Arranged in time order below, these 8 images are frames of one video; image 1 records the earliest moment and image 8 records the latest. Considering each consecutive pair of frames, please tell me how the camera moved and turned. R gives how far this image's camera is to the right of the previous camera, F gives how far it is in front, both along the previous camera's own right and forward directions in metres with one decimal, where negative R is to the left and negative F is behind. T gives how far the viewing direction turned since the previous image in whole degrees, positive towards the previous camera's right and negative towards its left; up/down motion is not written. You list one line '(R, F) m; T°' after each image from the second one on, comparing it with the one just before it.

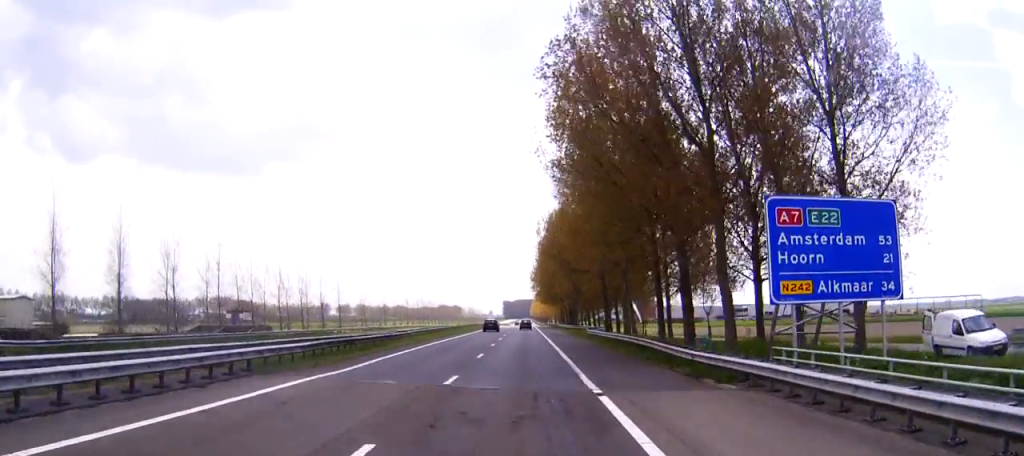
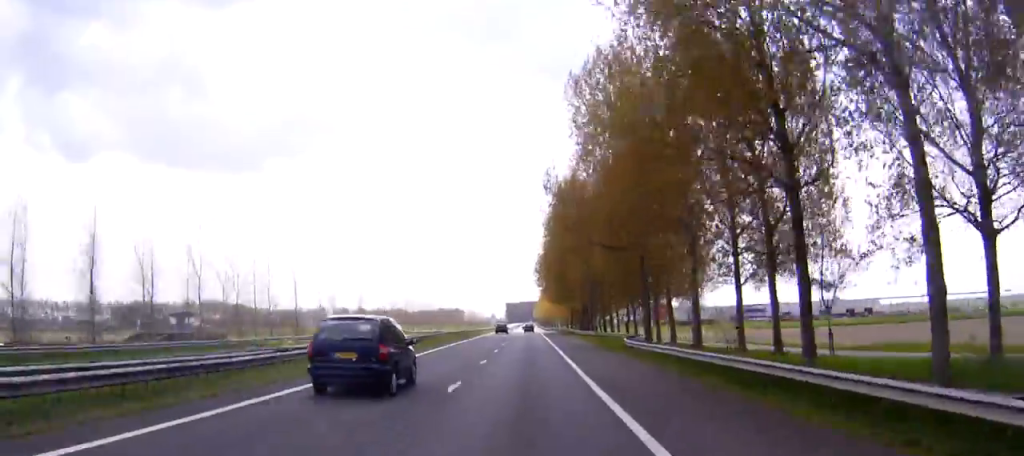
(-0.1, +24.9) m; 0°
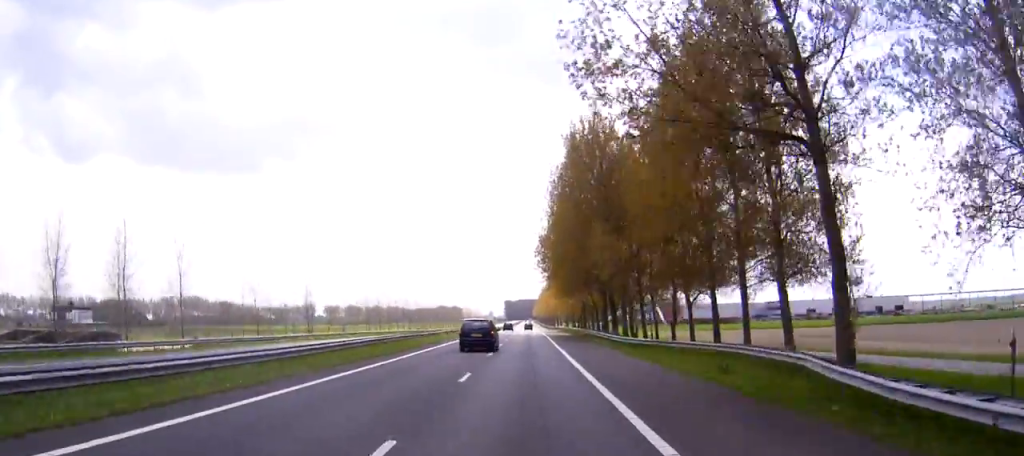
(-0.1, +34.6) m; 0°
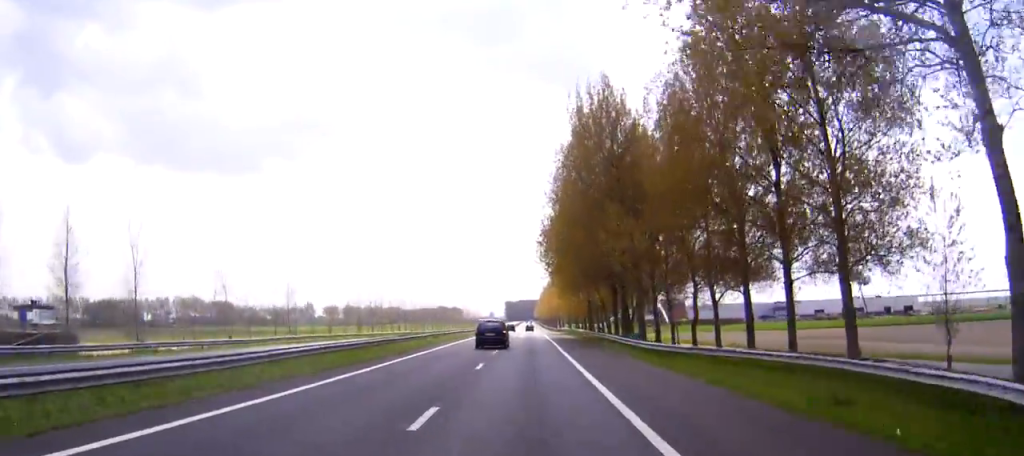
(0.0, +8.7) m; 0°
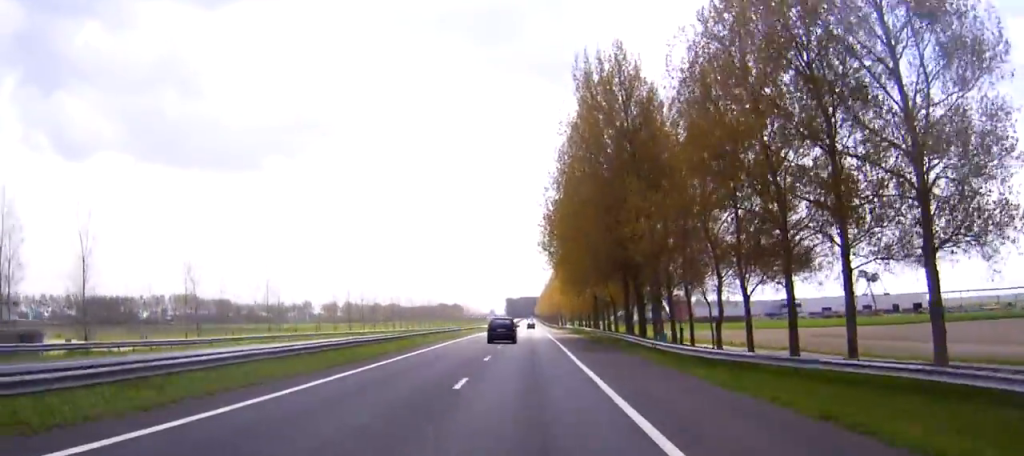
(0.0, +8.1) m; 0°
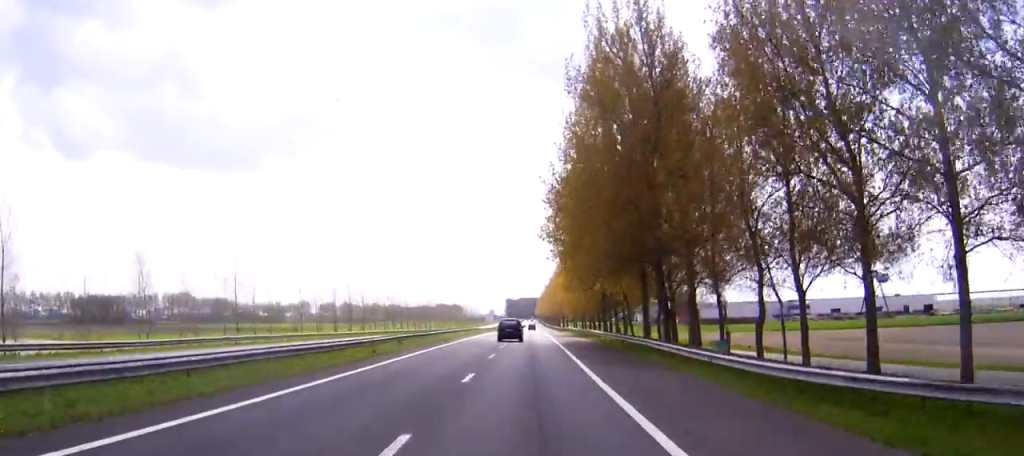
(0.0, +10.2) m; 0°
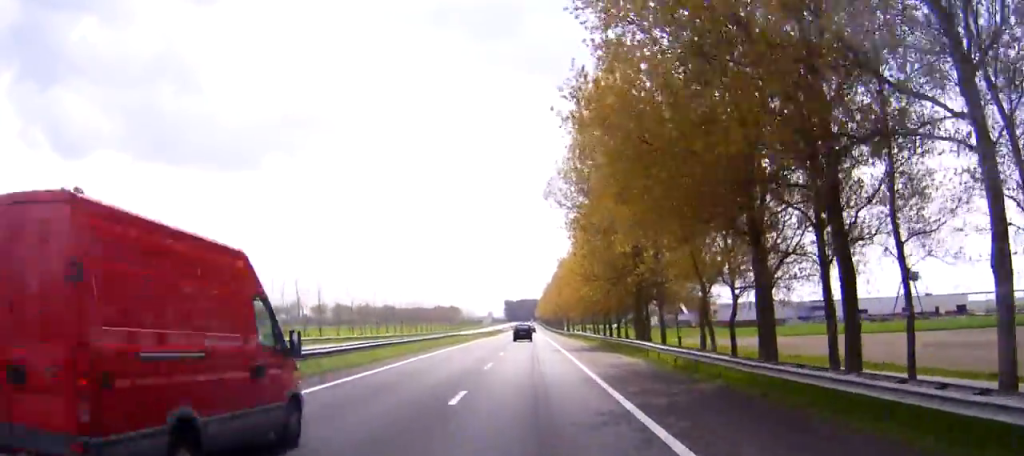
(0.0, +28.7) m; 0°
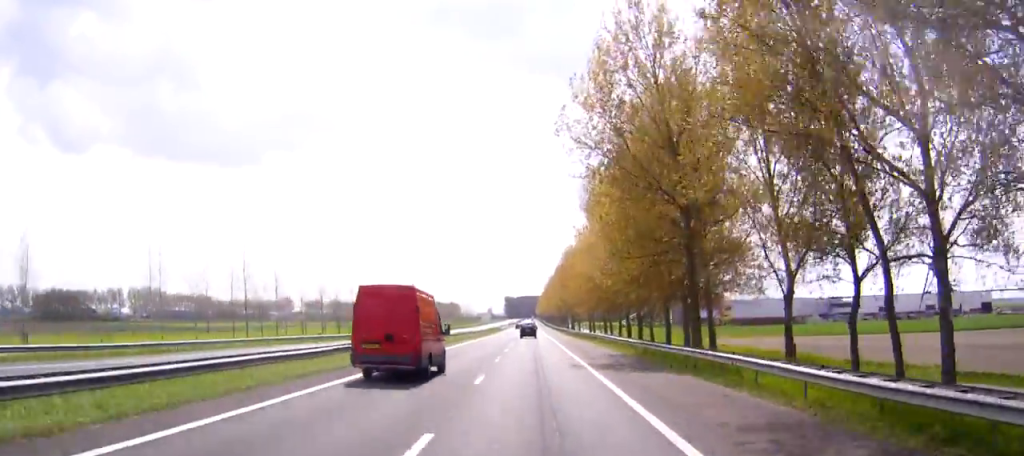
(0.0, +19.3) m; 0°
